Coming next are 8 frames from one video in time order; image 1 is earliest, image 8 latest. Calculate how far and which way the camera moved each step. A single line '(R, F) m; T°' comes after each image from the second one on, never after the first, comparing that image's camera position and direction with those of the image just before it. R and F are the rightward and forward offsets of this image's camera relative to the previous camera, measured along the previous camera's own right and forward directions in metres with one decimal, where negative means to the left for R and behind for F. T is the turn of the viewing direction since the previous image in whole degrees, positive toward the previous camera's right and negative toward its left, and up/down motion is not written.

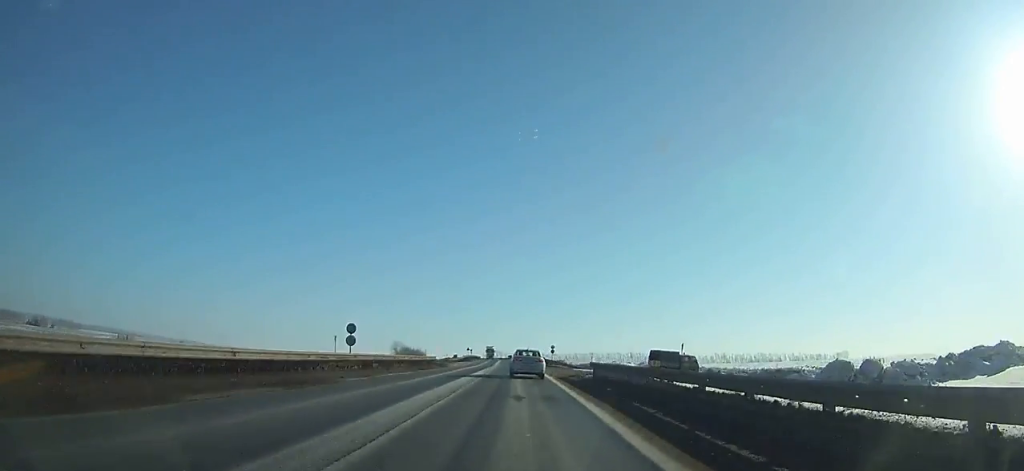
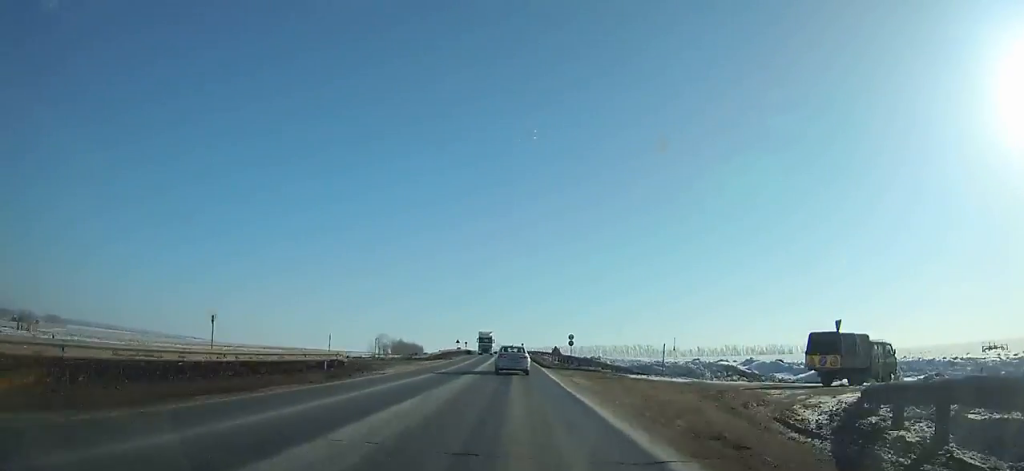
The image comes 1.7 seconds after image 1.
(-0.1, +30.6) m; 0°
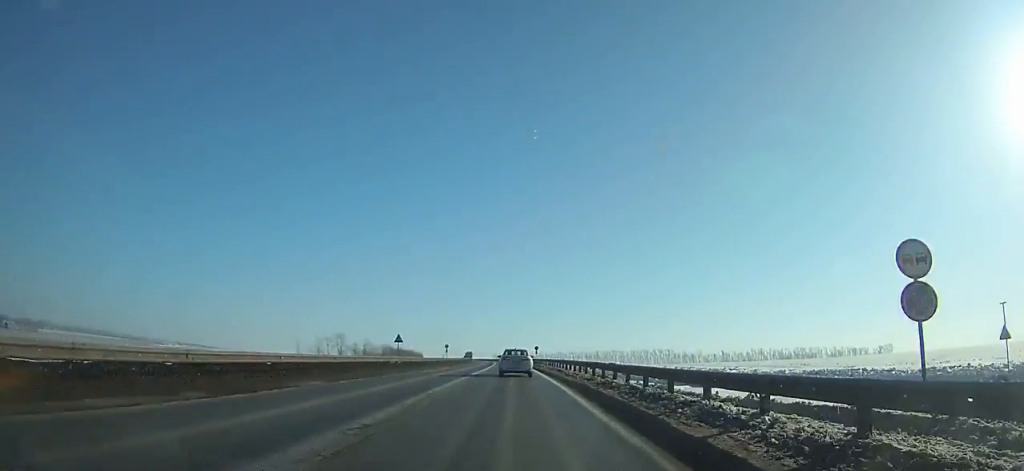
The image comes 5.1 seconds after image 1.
(-0.5, +62.2) m; -1°
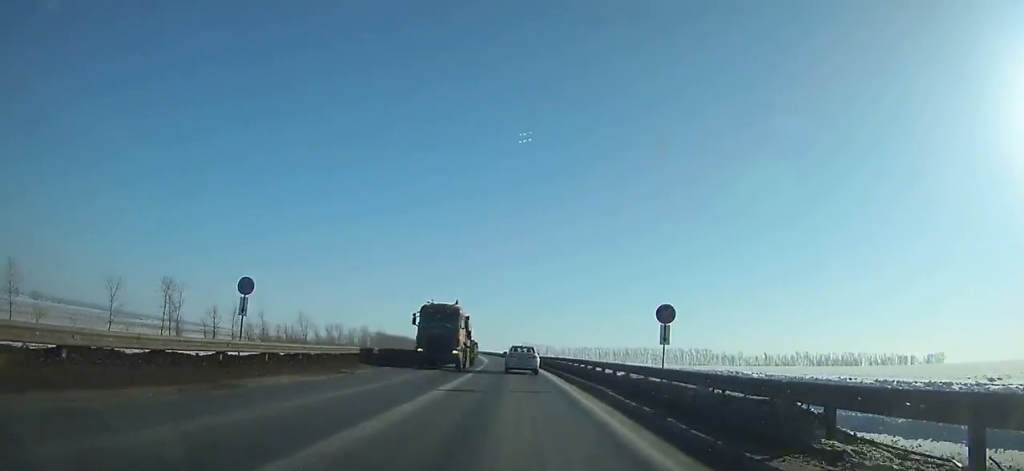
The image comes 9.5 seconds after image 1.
(-1.2, +83.2) m; -2°
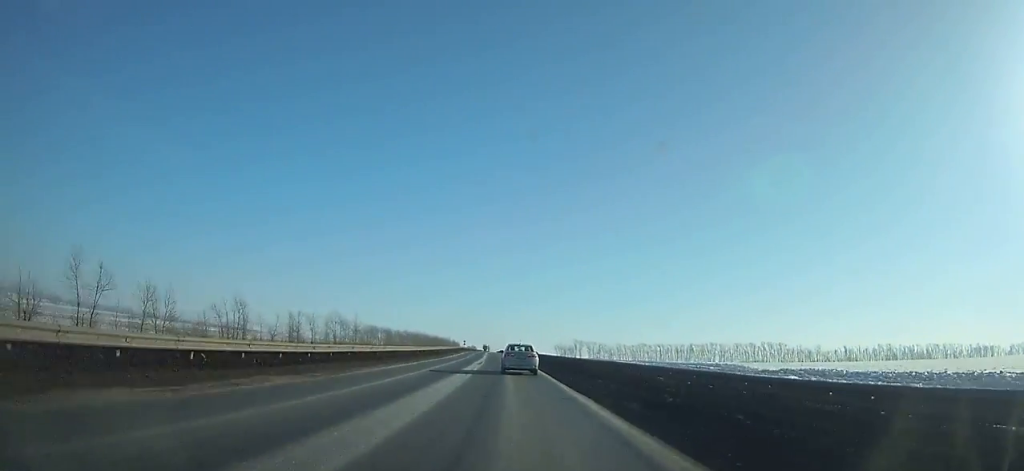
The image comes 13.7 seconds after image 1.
(-2.5, +82.5) m; -4°
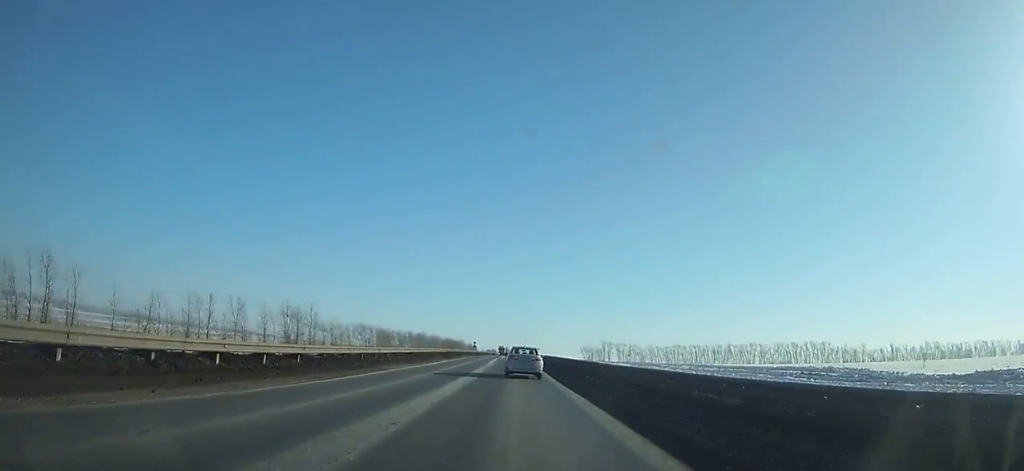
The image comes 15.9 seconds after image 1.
(-0.9, +44.1) m; -2°
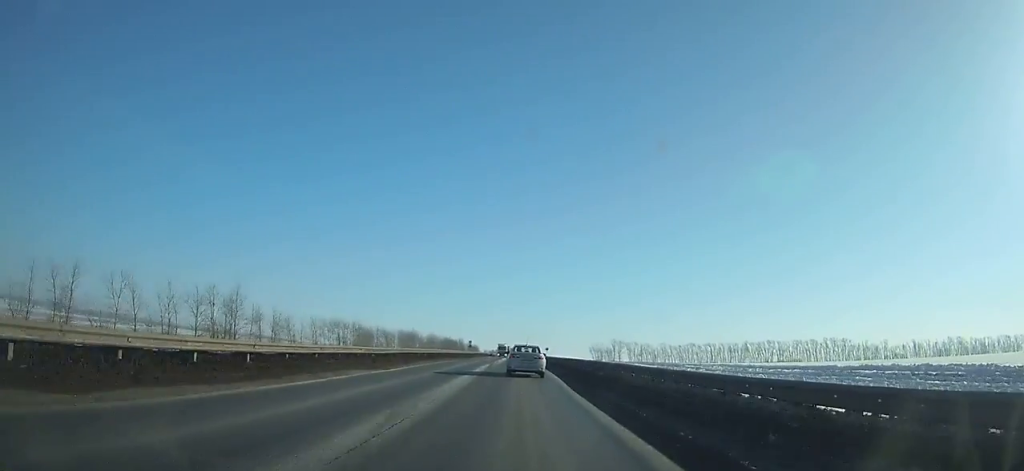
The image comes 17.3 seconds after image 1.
(-0.2, +28.3) m; -1°
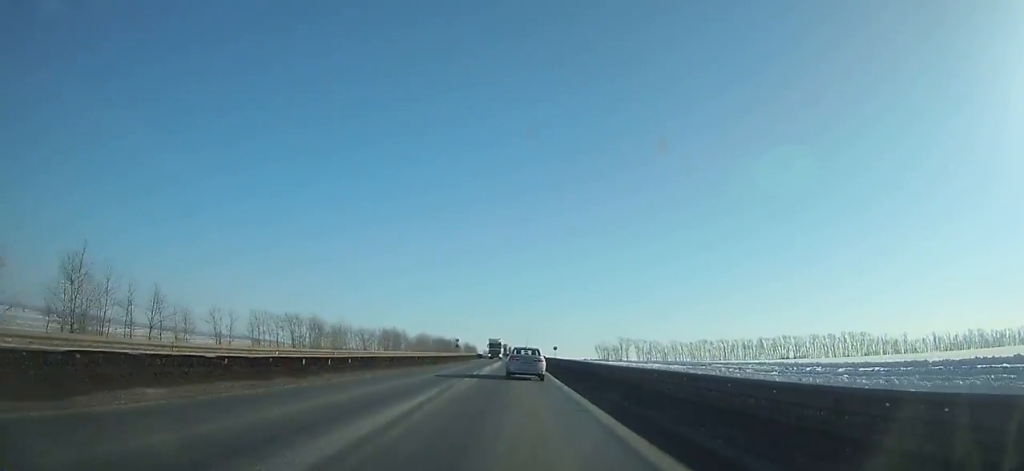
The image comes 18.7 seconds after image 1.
(-0.1, +28.2) m; 0°
